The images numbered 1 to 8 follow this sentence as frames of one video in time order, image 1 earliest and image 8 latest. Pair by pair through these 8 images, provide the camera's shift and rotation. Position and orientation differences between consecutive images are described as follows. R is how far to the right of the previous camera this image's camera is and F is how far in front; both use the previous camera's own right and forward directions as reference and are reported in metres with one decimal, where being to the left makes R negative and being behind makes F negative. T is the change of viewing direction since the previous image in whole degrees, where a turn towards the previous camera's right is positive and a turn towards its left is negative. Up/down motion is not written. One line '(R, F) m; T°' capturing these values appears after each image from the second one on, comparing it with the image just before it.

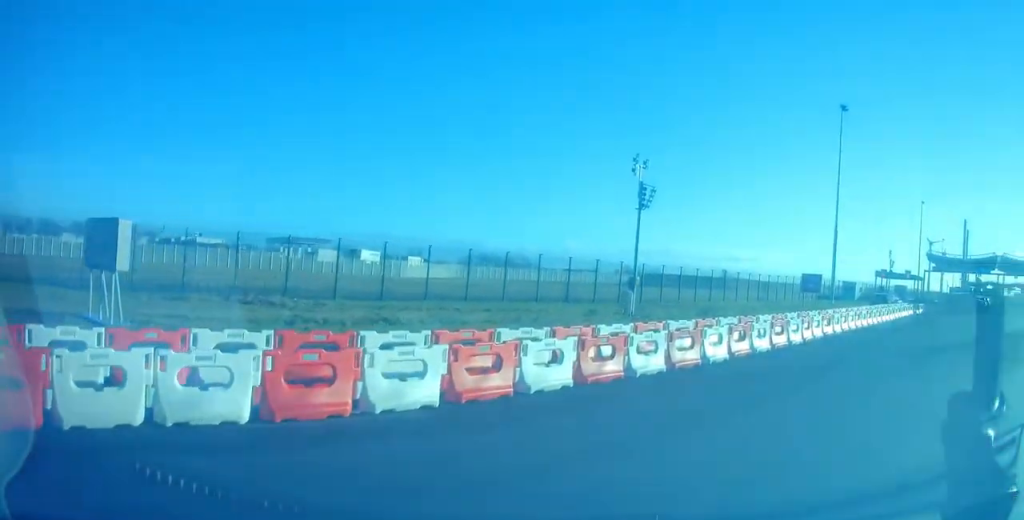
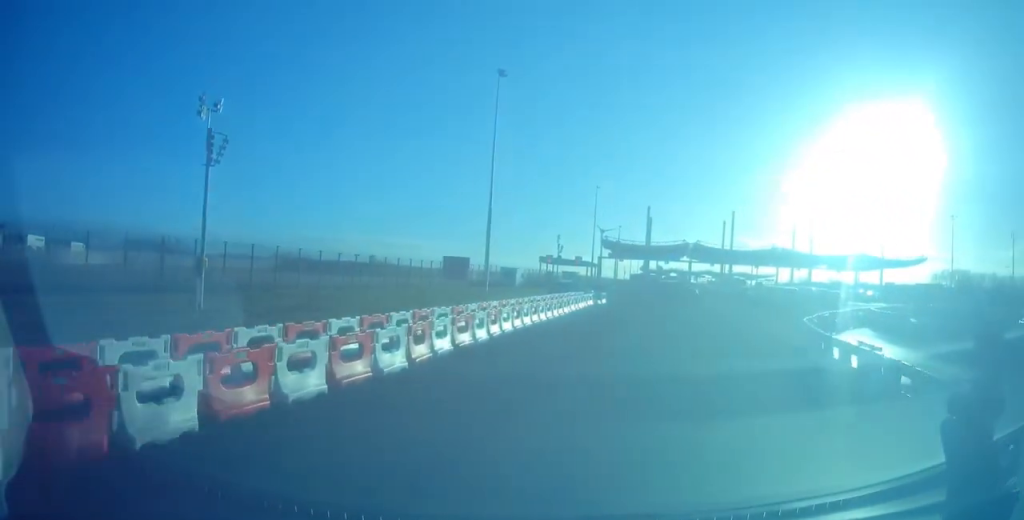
(+2.4, +7.0) m; +34°
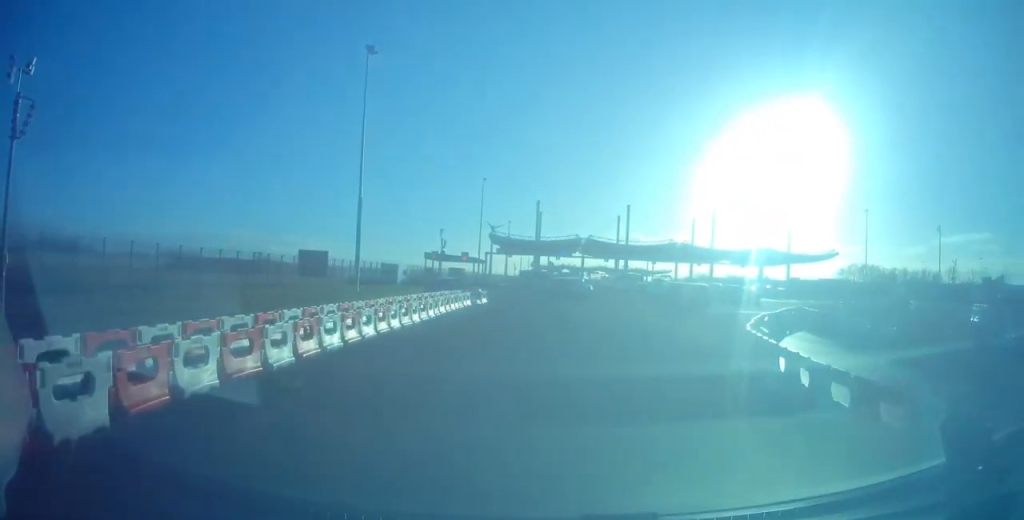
(+0.6, +4.5) m; +9°
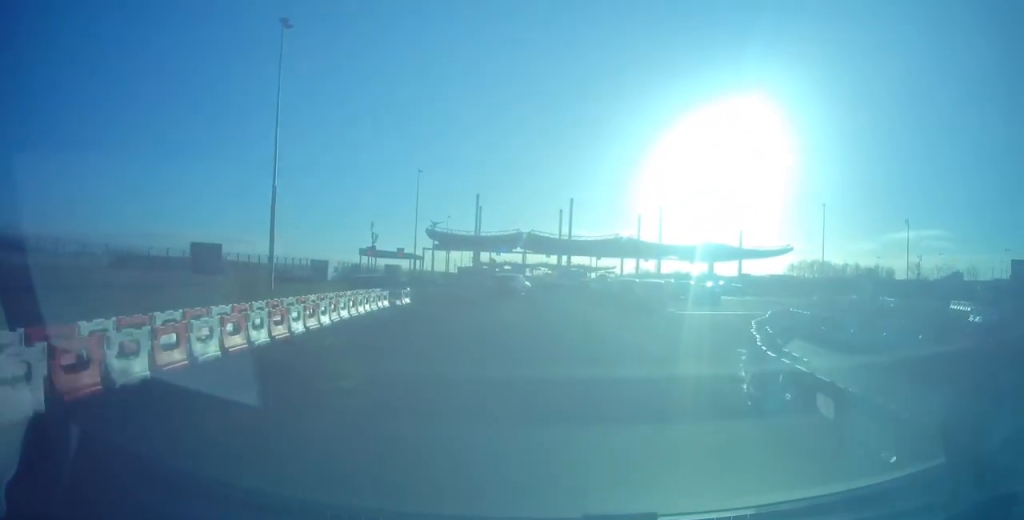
(+0.1, +4.6) m; +5°
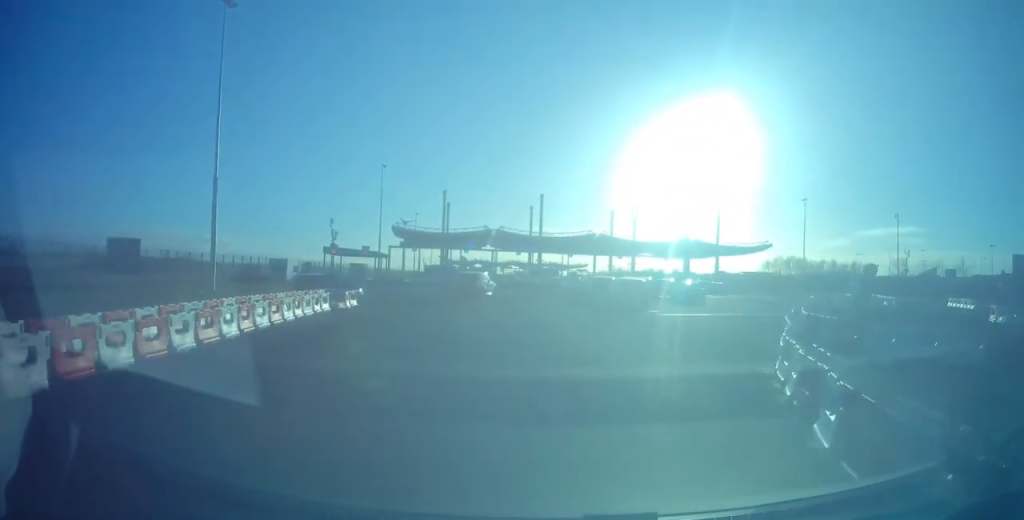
(+0.3, +3.7) m; +3°
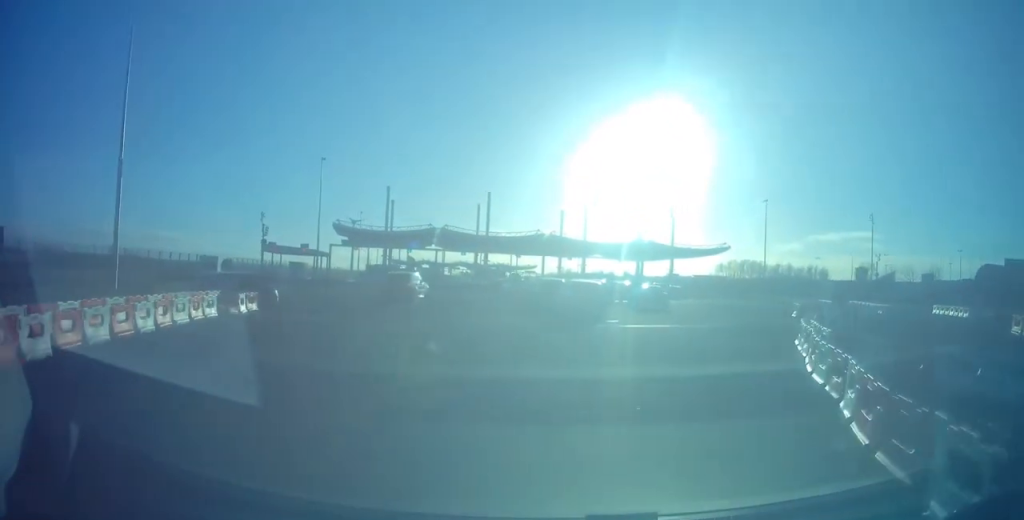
(+0.1, +5.0) m; +4°
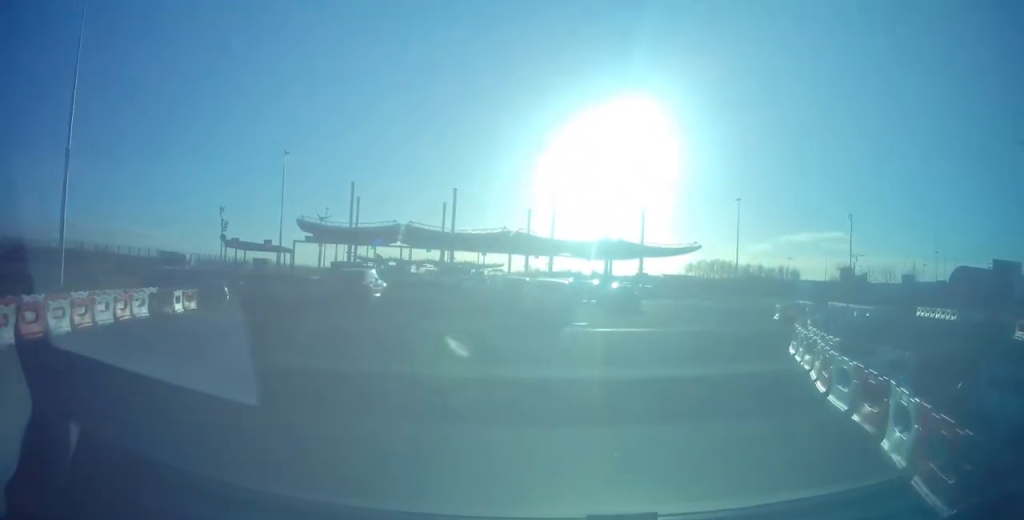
(+0.1, +2.0) m; +4°
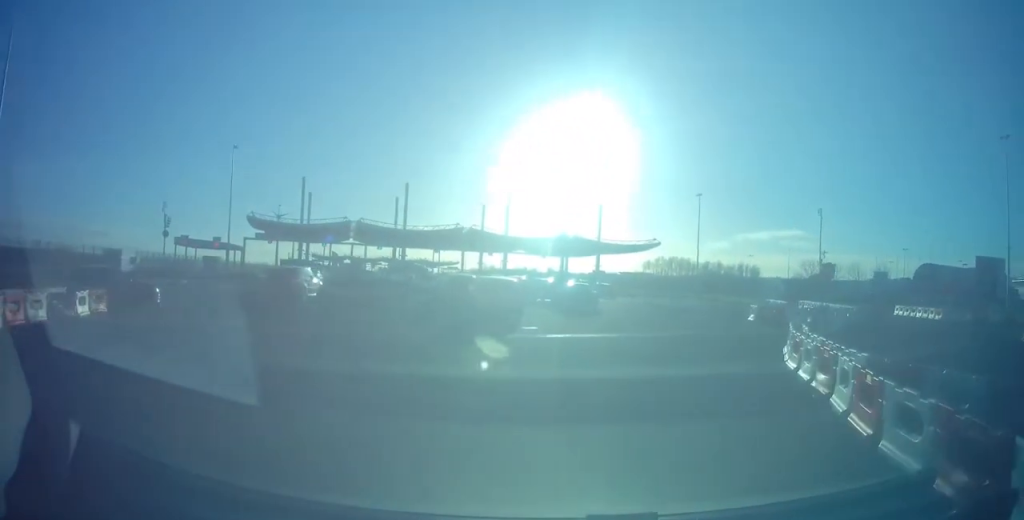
(0.0, +2.7) m; +6°
